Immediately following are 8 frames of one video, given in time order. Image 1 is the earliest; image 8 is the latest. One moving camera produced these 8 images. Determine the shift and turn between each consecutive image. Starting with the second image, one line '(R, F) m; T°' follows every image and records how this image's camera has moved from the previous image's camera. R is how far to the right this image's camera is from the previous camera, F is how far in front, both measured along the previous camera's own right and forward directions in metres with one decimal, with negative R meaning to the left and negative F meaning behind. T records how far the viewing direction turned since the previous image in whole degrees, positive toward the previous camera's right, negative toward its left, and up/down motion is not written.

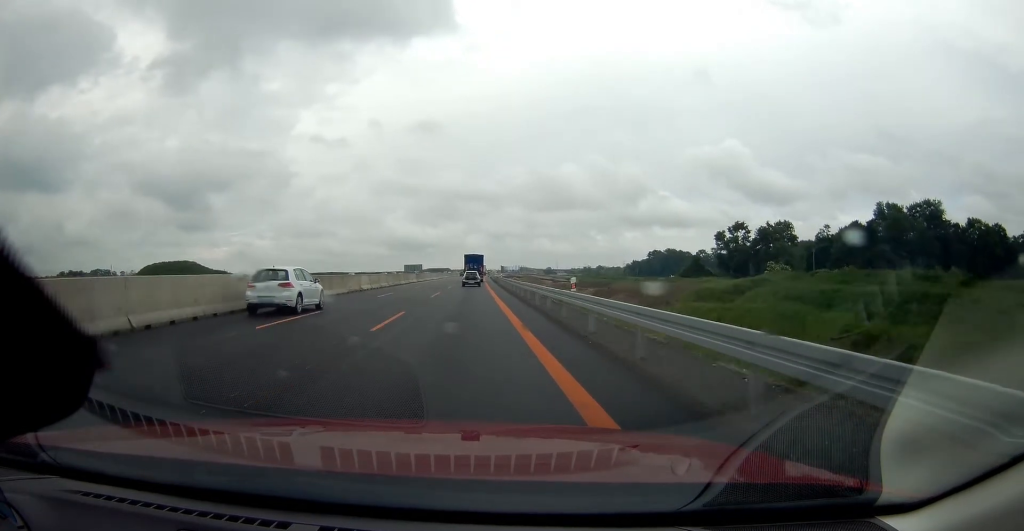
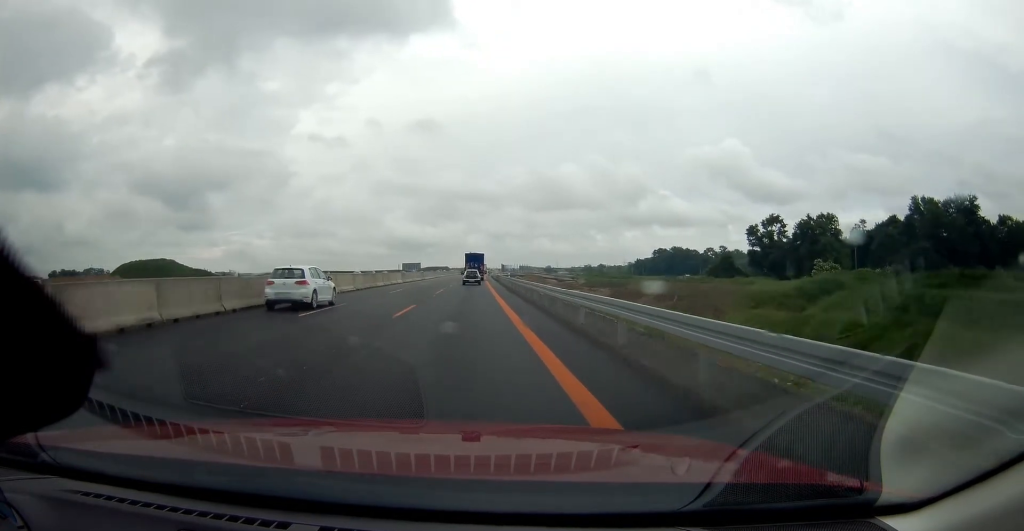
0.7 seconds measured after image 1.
(0.0, +14.4) m; 0°
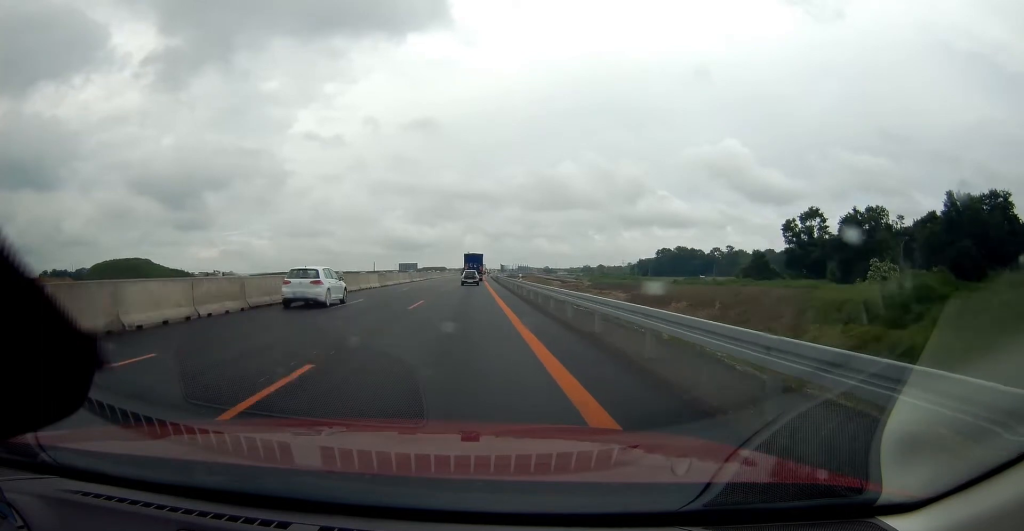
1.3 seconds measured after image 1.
(-0.1, +13.7) m; 0°
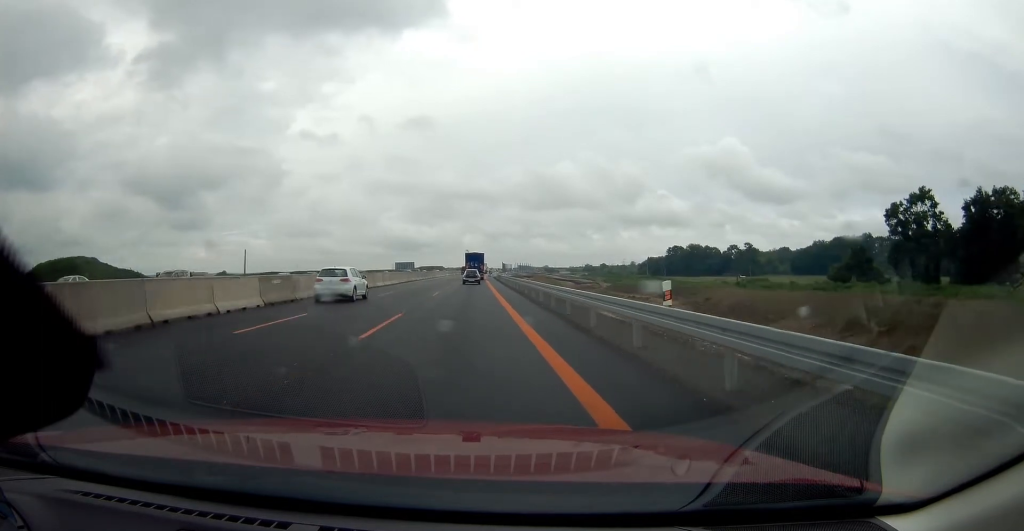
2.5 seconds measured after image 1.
(+0.1, +26.6) m; 0°
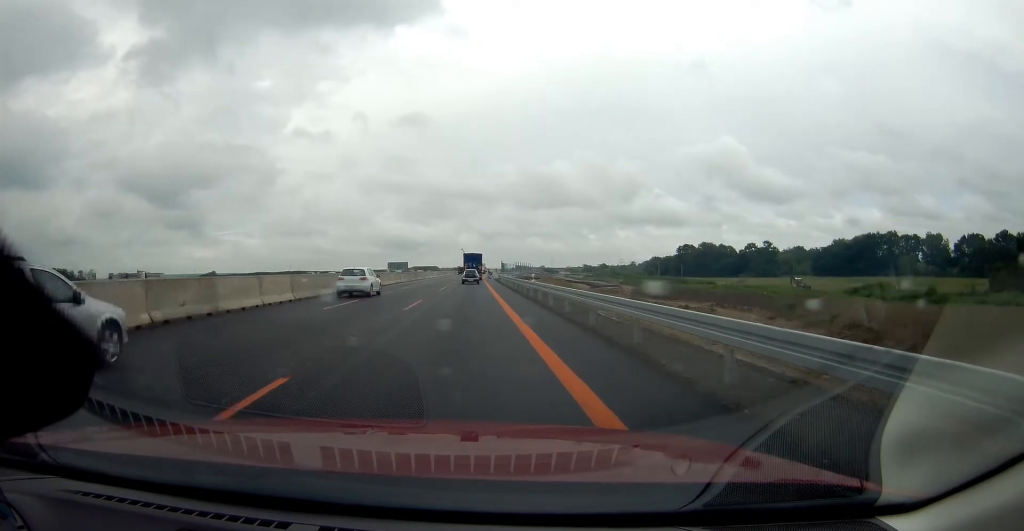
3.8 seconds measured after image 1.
(+0.3, +28.0) m; +1°
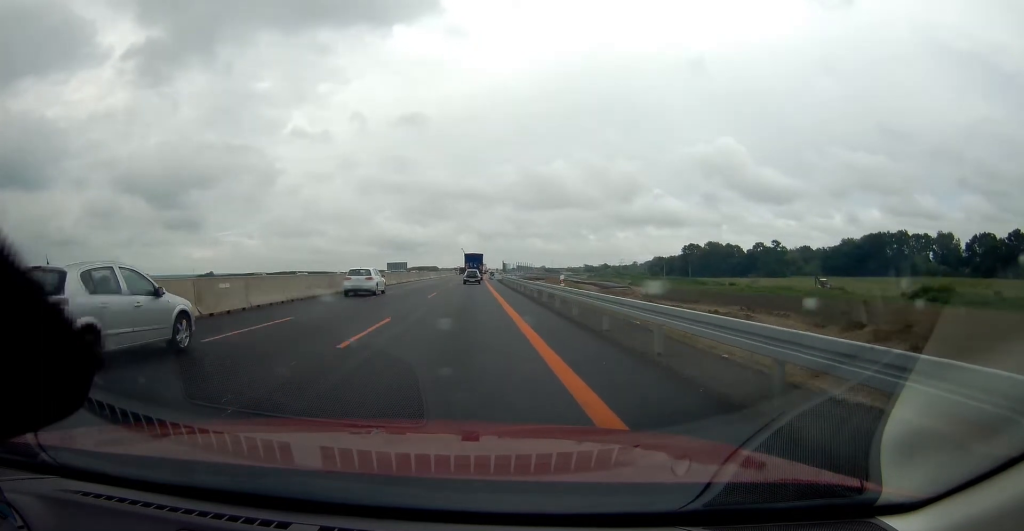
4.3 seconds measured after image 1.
(+0.2, +9.3) m; 0°
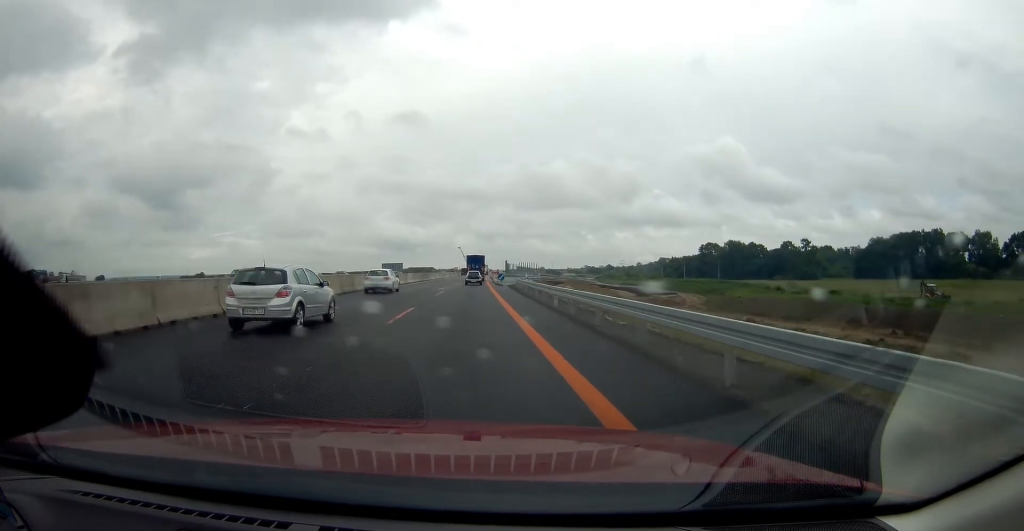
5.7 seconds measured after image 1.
(-0.3, +30.5) m; 0°
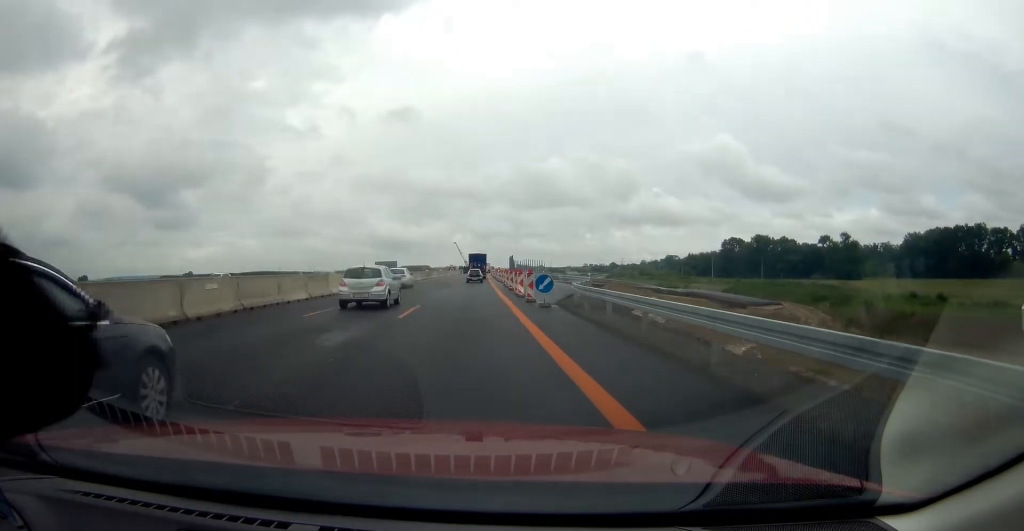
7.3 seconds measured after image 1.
(-0.1, +34.6) m; 0°
